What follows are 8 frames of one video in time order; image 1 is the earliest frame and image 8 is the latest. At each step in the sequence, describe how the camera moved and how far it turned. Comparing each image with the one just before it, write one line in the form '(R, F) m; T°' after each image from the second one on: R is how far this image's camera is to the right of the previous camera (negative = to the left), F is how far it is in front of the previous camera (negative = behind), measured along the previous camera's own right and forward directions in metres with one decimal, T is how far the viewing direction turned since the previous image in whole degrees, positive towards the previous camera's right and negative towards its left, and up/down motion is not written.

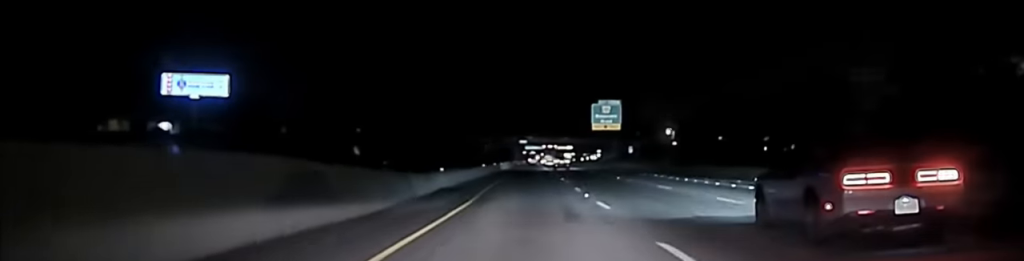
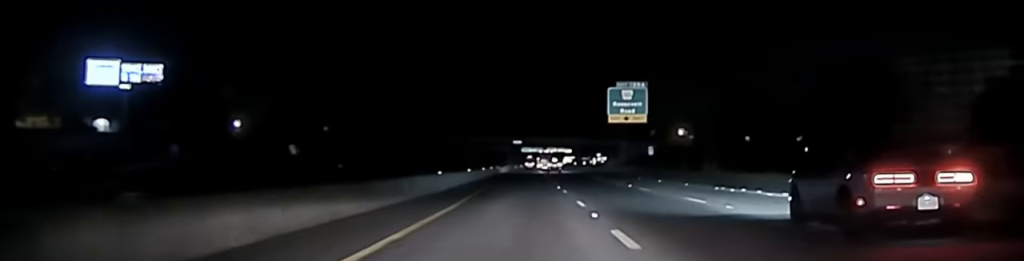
(0.0, +36.9) m; 0°
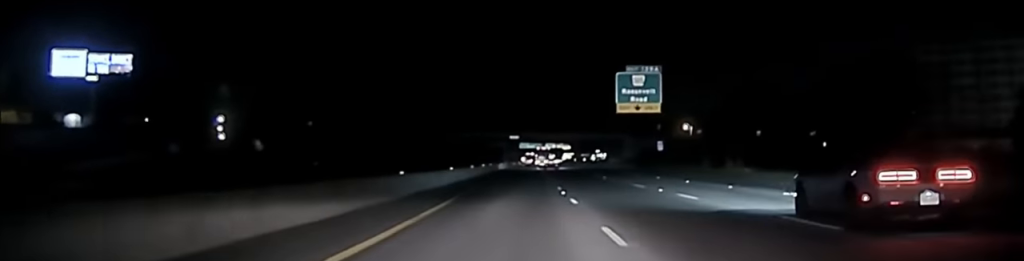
(0.0, +13.5) m; 0°
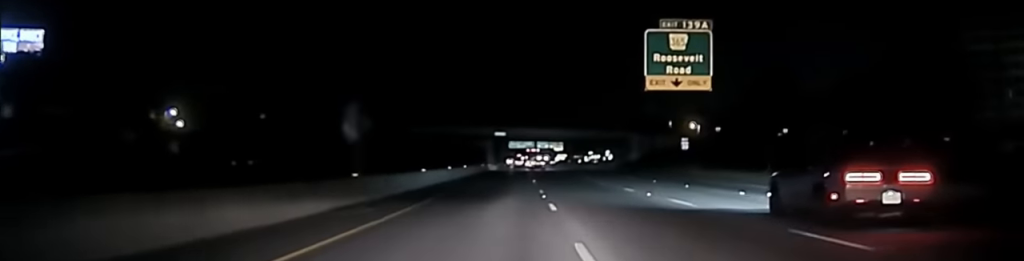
(0.0, +27.5) m; +1°
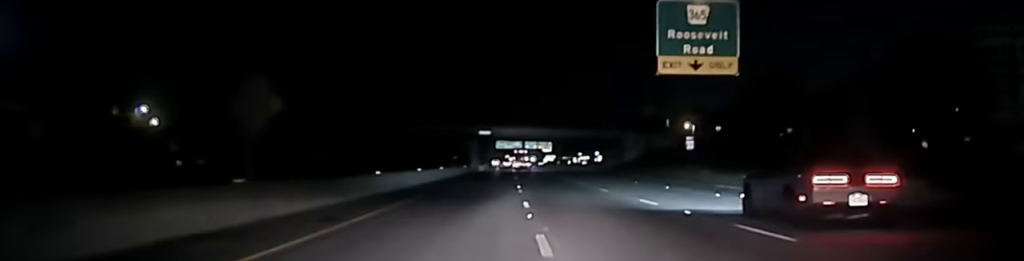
(0.0, +9.2) m; +1°
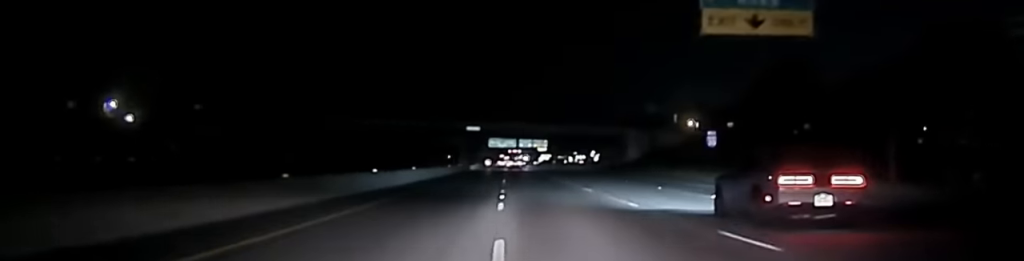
(+0.1, +11.8) m; 0°
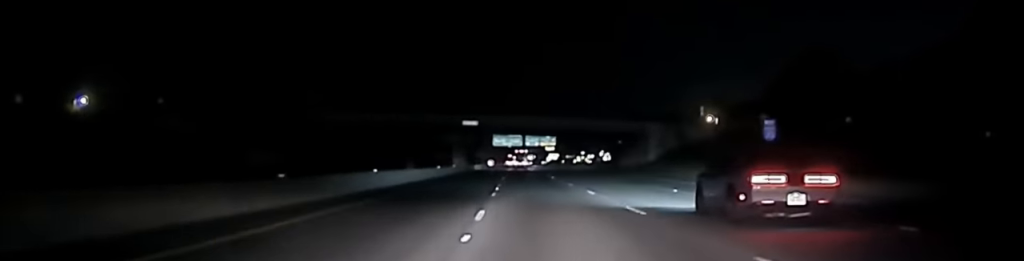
(0.0, +15.4) m; 0°
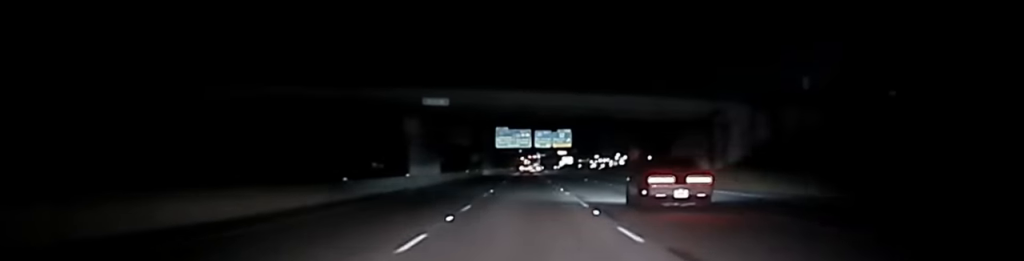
(-0.3, +41.0) m; -1°
